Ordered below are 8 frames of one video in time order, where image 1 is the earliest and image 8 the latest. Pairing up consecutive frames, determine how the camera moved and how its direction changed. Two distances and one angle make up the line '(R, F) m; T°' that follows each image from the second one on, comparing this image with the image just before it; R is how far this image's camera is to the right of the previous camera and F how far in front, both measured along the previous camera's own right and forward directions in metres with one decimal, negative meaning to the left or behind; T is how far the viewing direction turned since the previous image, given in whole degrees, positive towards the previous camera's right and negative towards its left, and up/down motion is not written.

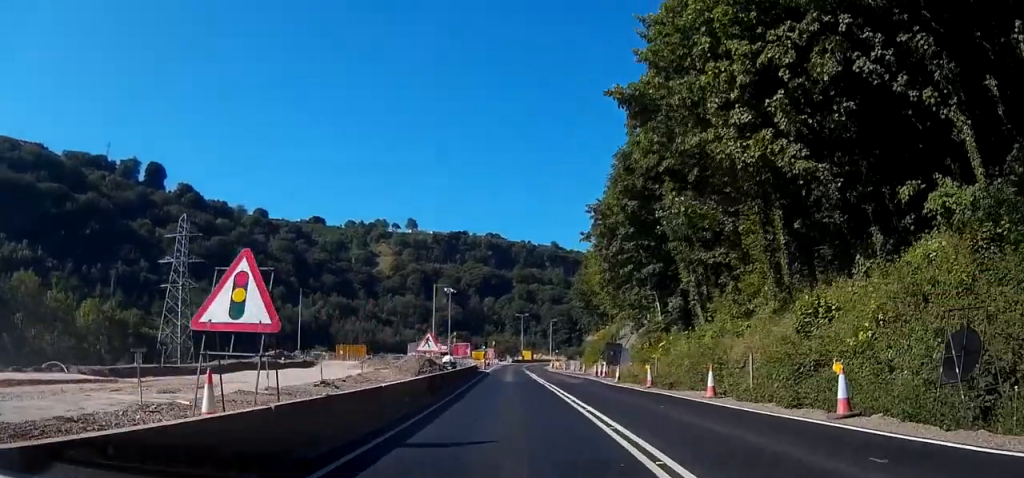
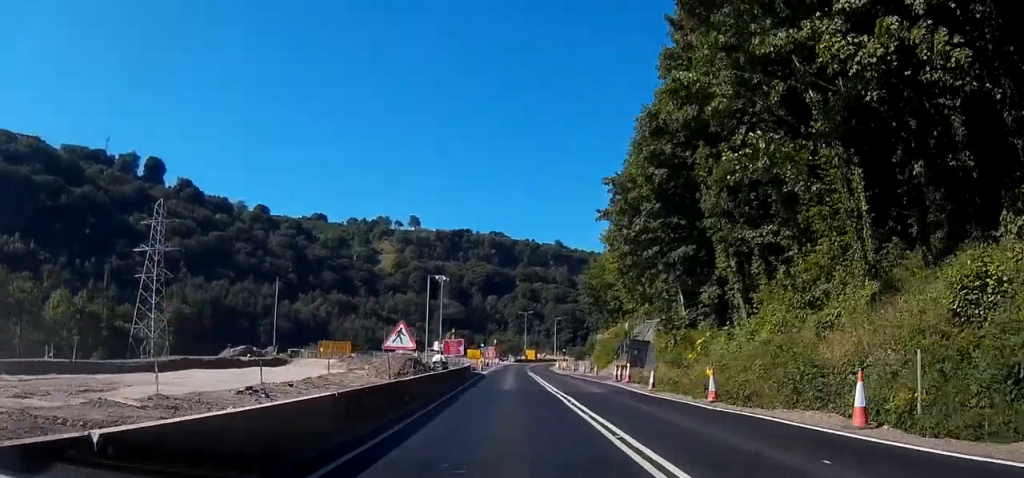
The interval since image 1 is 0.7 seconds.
(0.0, +9.4) m; 0°
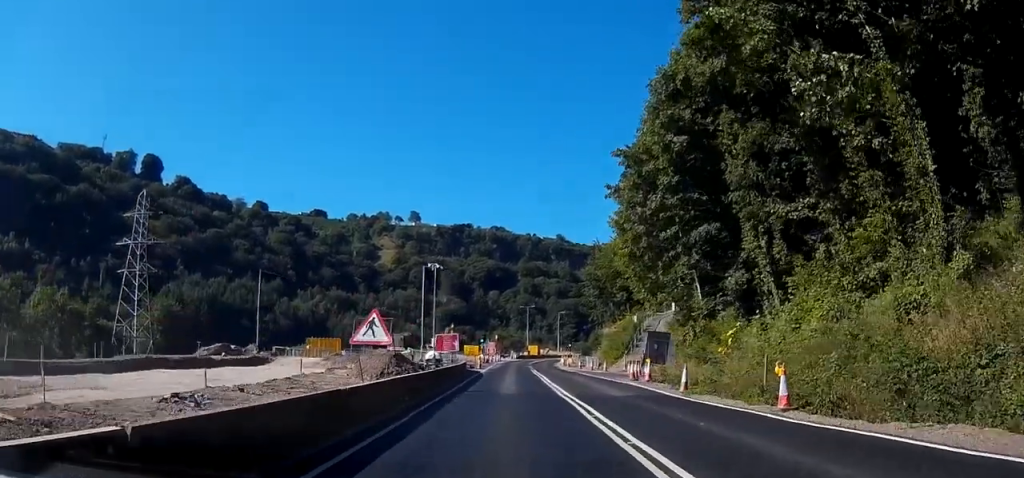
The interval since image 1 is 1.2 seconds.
(+0.1, +5.5) m; 0°
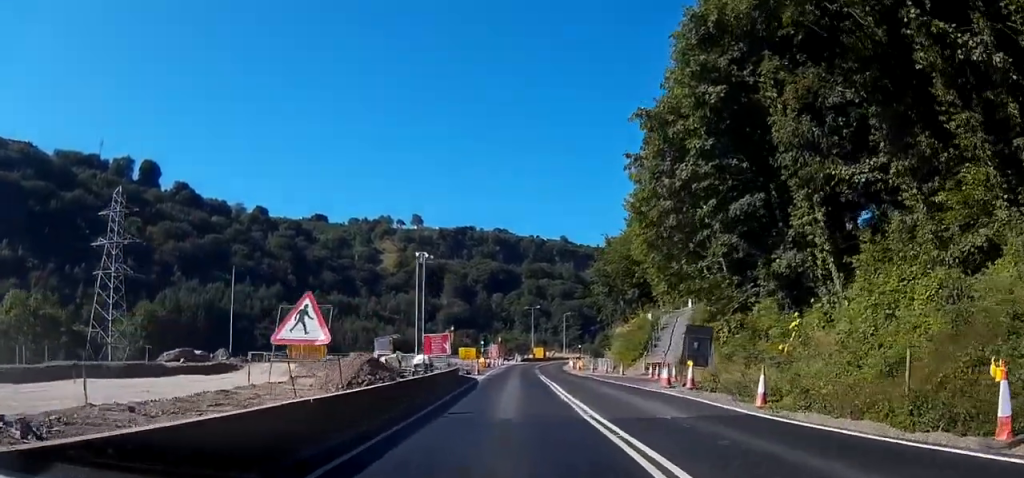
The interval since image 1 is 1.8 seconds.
(0.0, +7.6) m; -1°
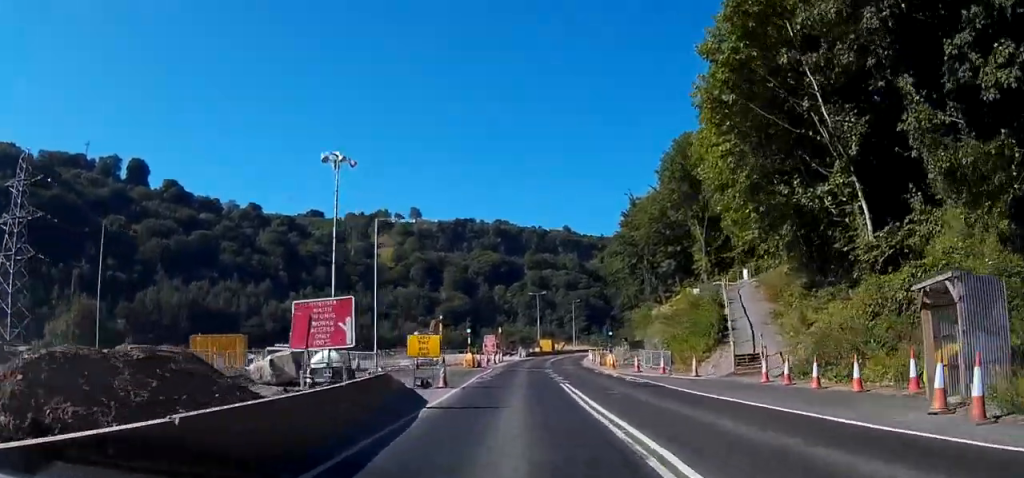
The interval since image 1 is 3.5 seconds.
(-0.8, +21.8) m; -1°
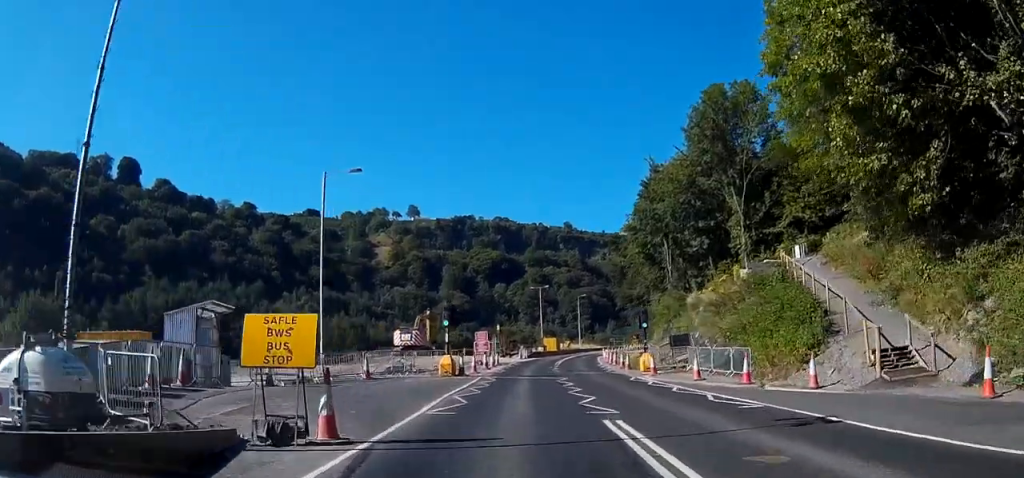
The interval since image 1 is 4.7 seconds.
(+0.3, +13.7) m; +1°
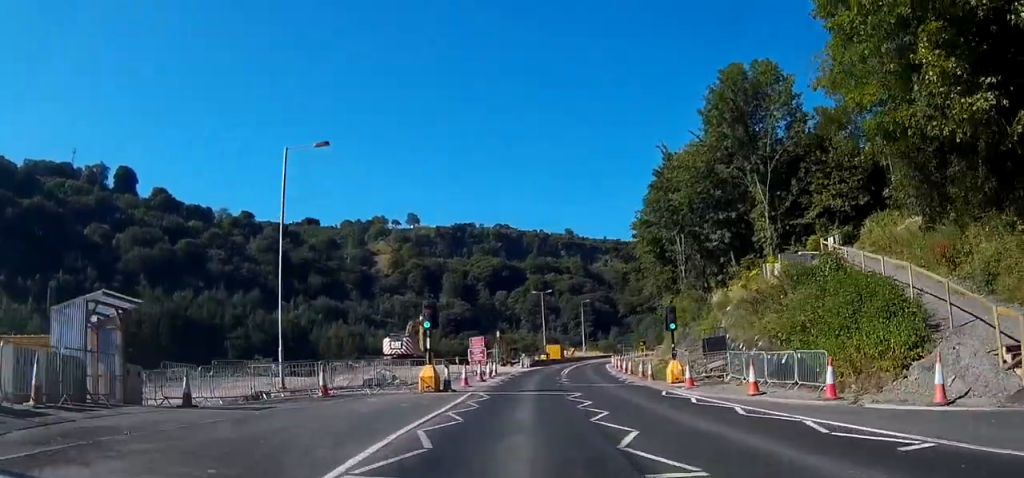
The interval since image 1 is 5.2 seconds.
(-0.1, +6.4) m; -1°
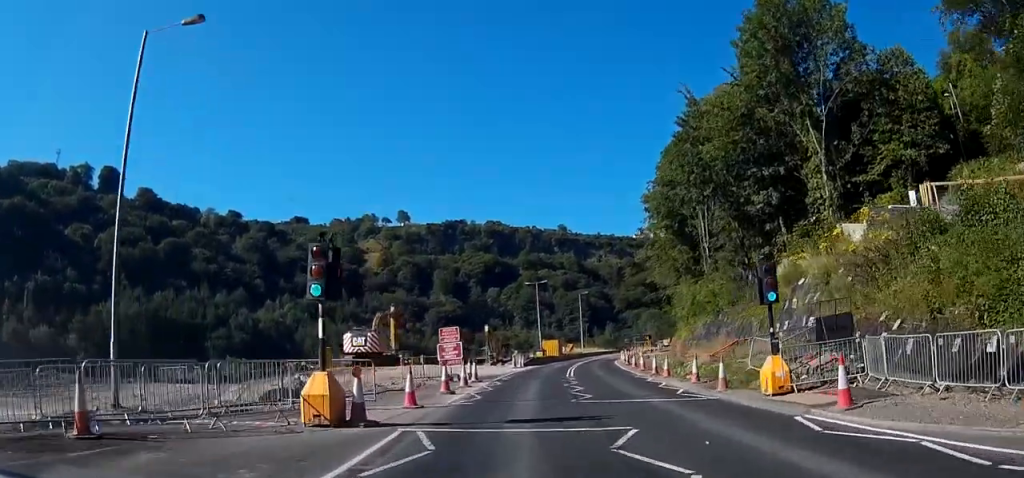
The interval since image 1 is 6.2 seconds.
(-0.2, +12.6) m; -1°
